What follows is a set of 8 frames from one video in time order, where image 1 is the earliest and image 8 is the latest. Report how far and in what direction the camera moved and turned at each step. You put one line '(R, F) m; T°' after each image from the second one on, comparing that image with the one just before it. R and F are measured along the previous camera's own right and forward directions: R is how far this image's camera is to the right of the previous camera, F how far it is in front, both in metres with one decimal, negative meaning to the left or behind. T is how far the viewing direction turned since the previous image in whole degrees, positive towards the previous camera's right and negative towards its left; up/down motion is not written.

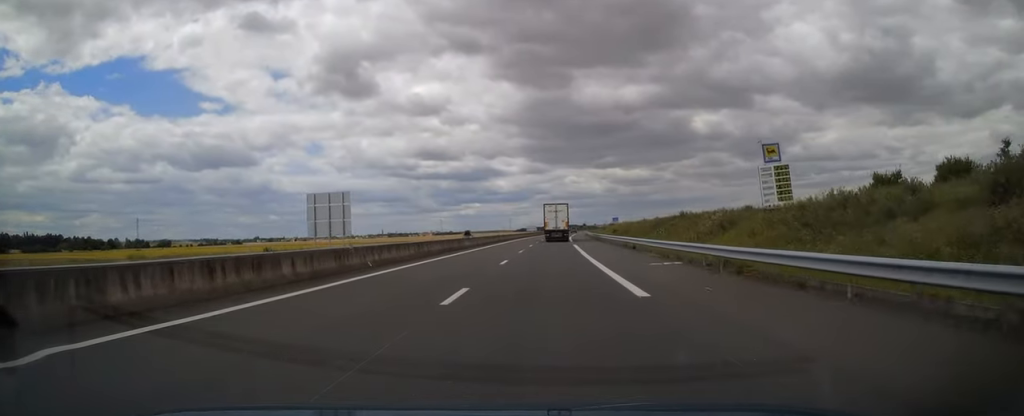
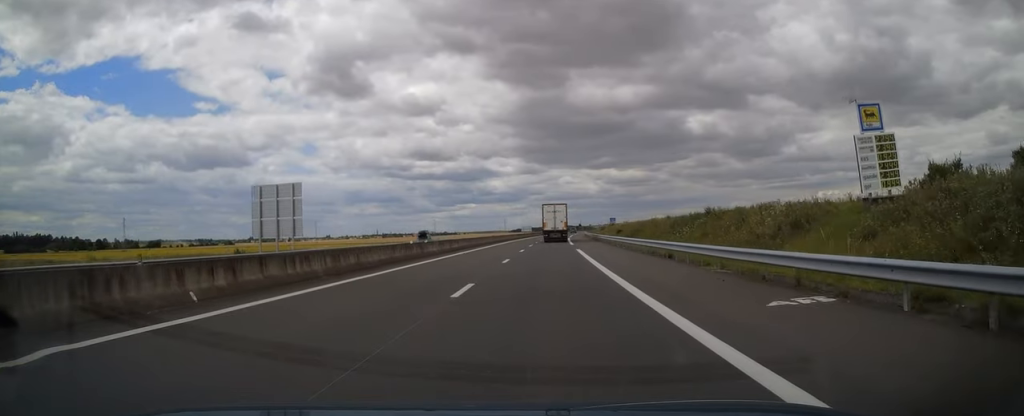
(+0.1, +11.7) m; +1°
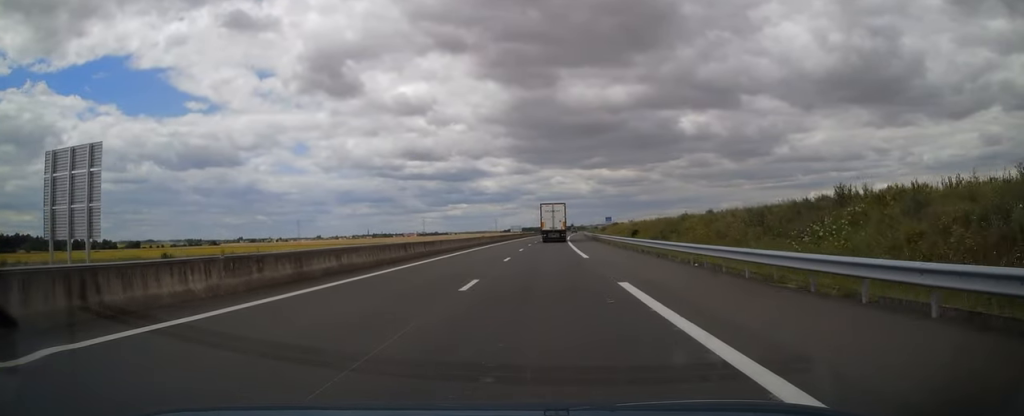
(+0.4, +24.7) m; +1°
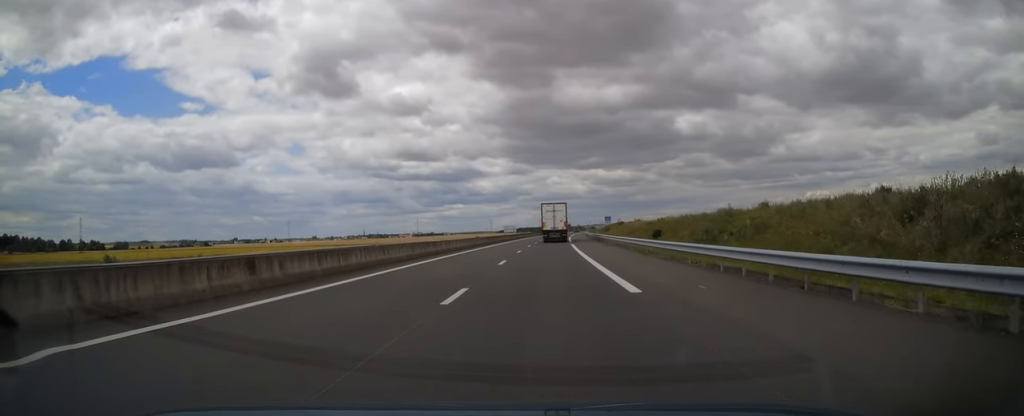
(+0.1, +15.6) m; 0°
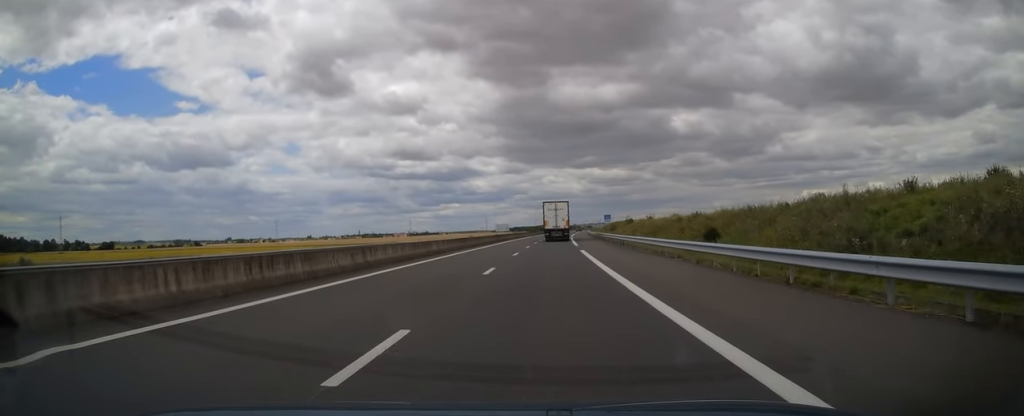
(-0.3, +19.0) m; 0°
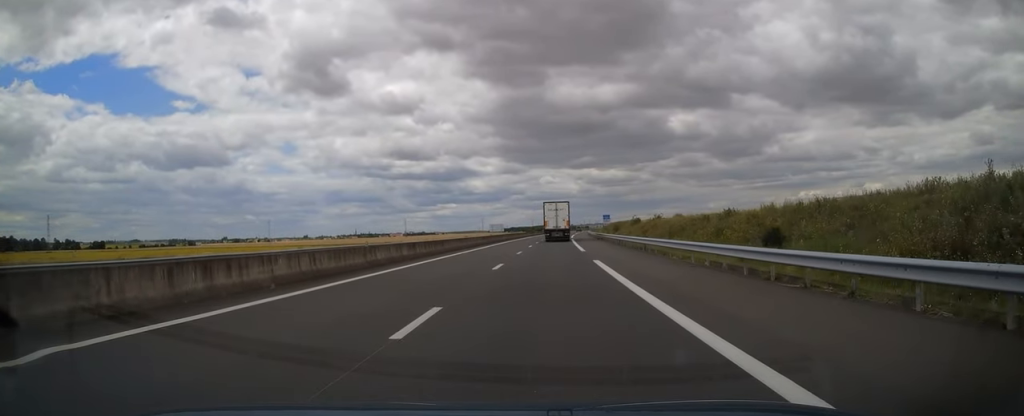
(+0.1, +10.8) m; +1°
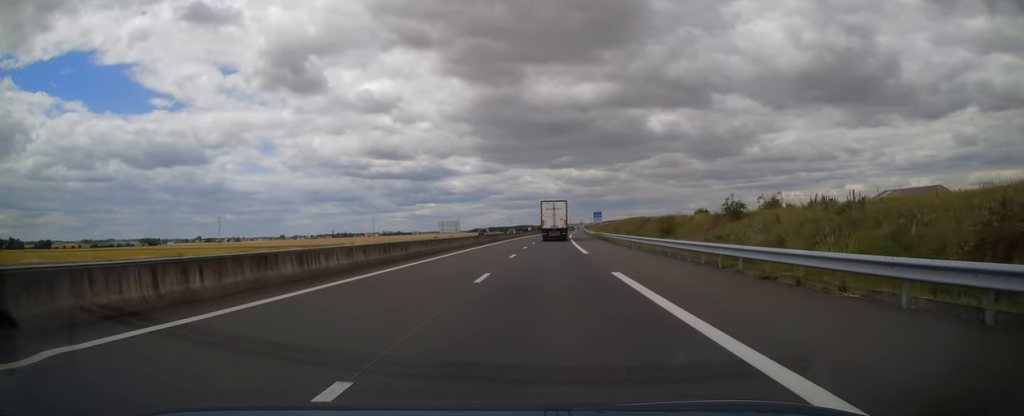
(+1.7, +57.4) m; +2°
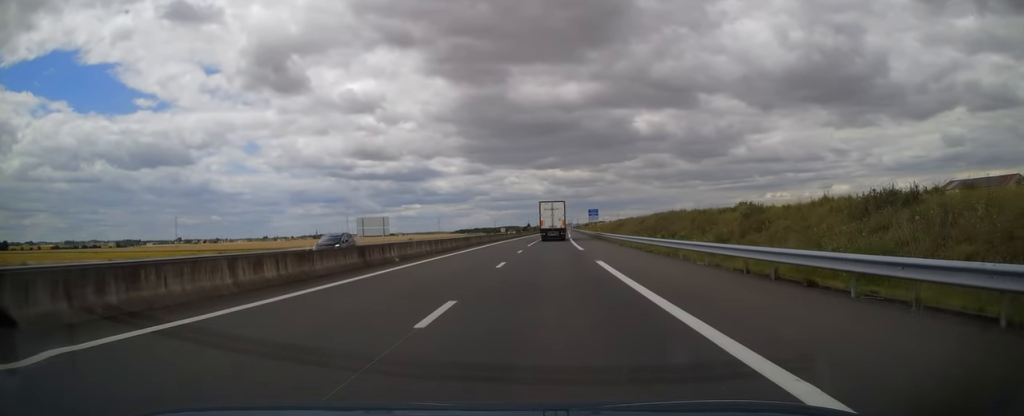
(+0.4, +45.9) m; +2°
